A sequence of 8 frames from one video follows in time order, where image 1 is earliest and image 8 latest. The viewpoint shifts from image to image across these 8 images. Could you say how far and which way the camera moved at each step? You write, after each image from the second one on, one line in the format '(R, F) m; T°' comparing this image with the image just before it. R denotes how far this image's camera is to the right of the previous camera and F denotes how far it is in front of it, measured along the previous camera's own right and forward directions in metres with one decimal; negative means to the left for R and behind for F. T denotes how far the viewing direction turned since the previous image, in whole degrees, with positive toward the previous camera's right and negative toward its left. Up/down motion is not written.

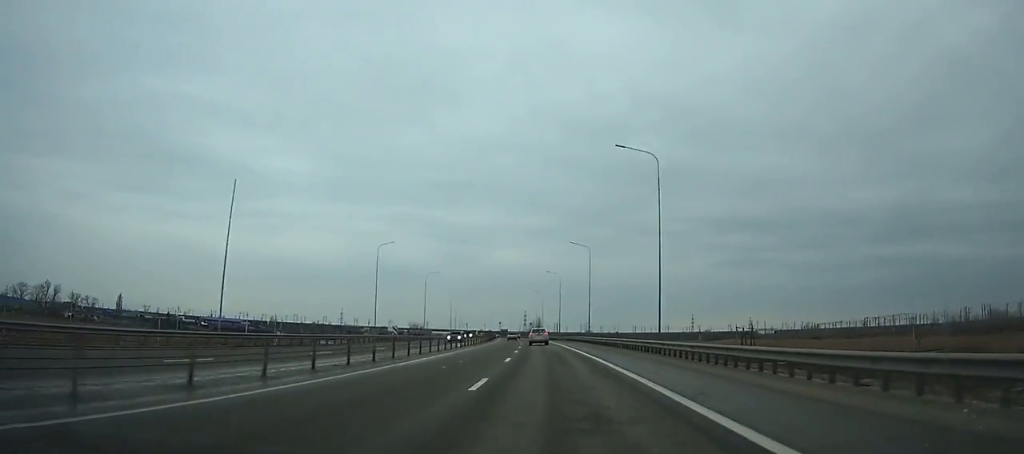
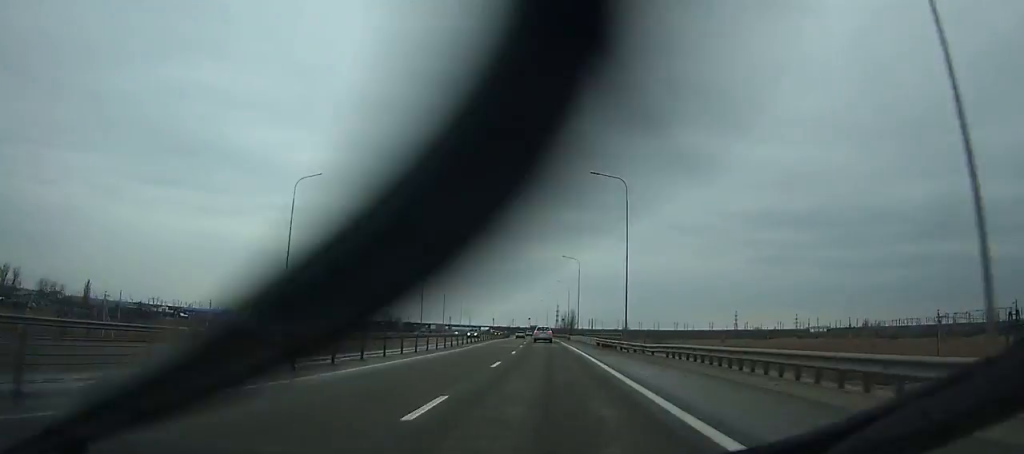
(-1.8, +64.2) m; -2°
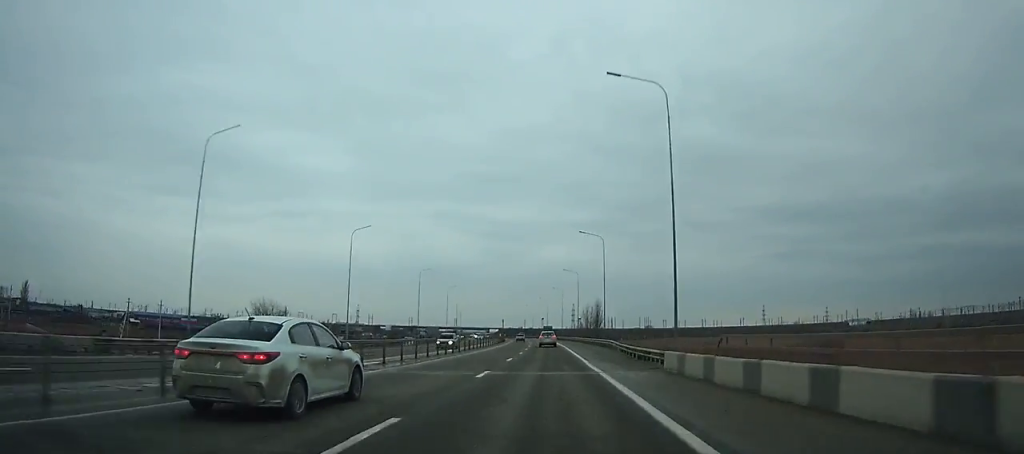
(-0.9, +62.1) m; -2°
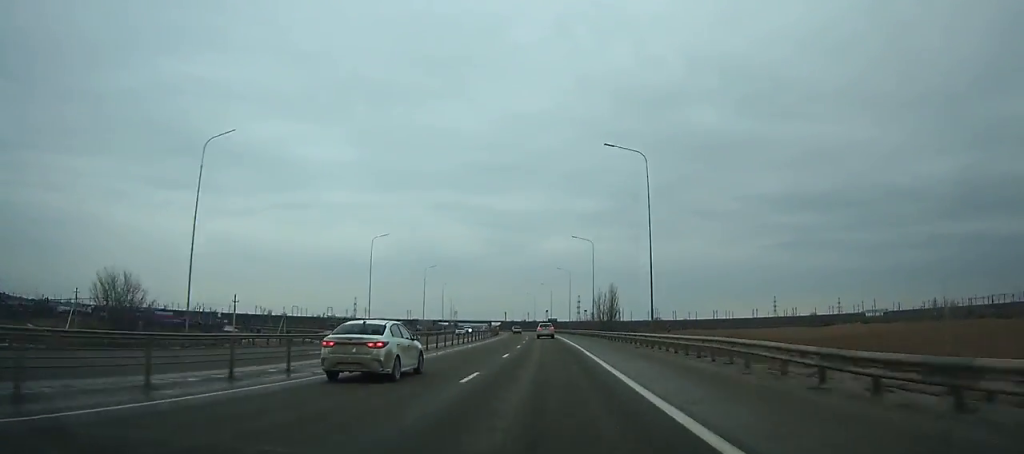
(-0.3, +27.7) m; -1°
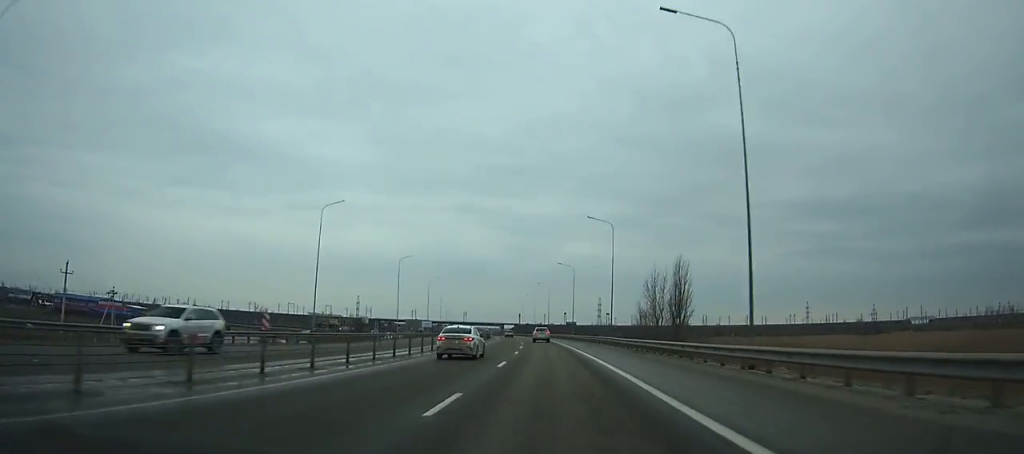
(-0.5, +53.3) m; -2°
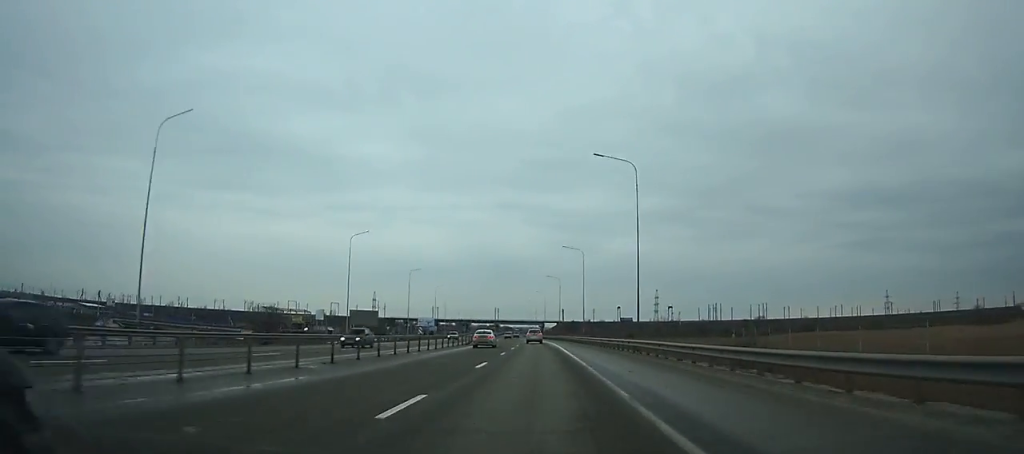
(-4.0, +96.2) m; -4°
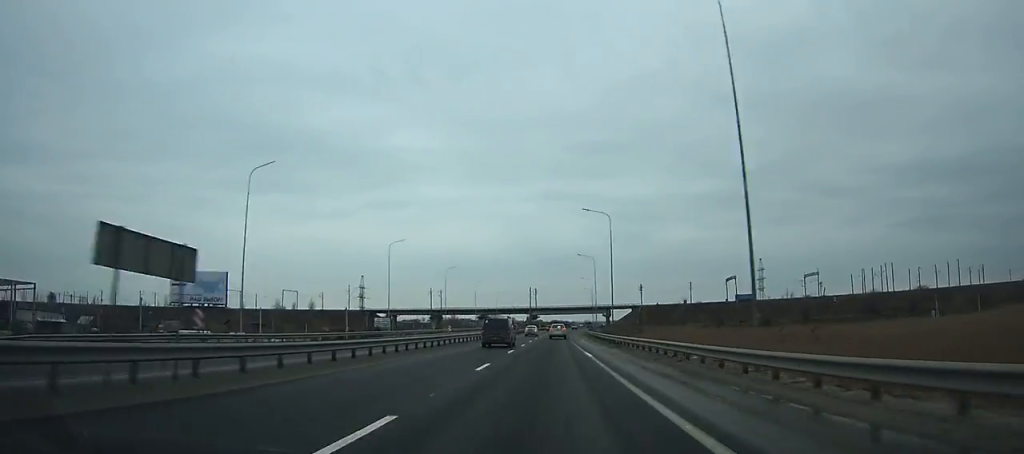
(-8.1, +170.6) m; -3°
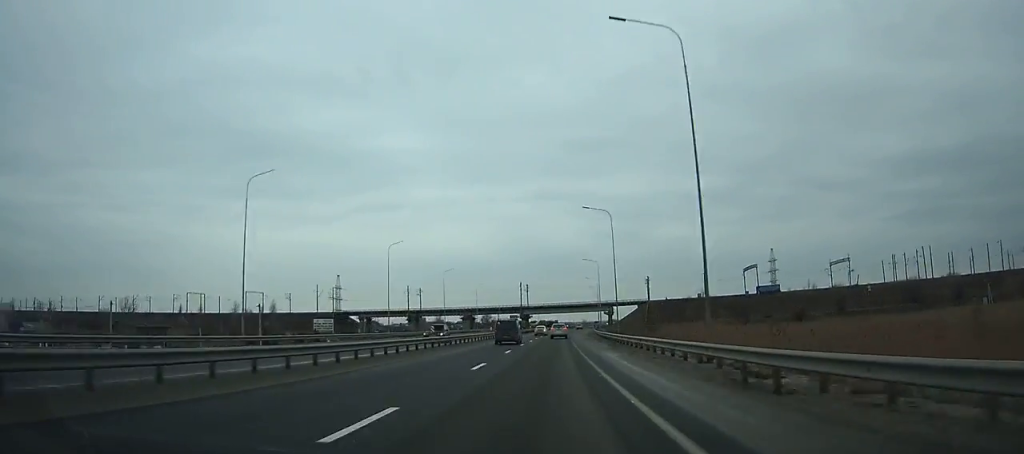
(+0.1, +33.8) m; +1°
